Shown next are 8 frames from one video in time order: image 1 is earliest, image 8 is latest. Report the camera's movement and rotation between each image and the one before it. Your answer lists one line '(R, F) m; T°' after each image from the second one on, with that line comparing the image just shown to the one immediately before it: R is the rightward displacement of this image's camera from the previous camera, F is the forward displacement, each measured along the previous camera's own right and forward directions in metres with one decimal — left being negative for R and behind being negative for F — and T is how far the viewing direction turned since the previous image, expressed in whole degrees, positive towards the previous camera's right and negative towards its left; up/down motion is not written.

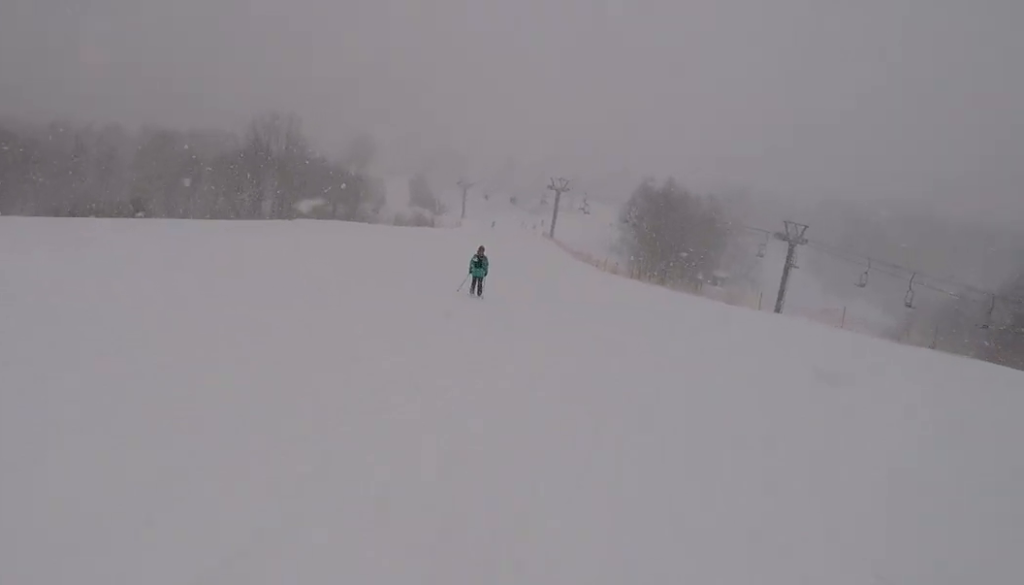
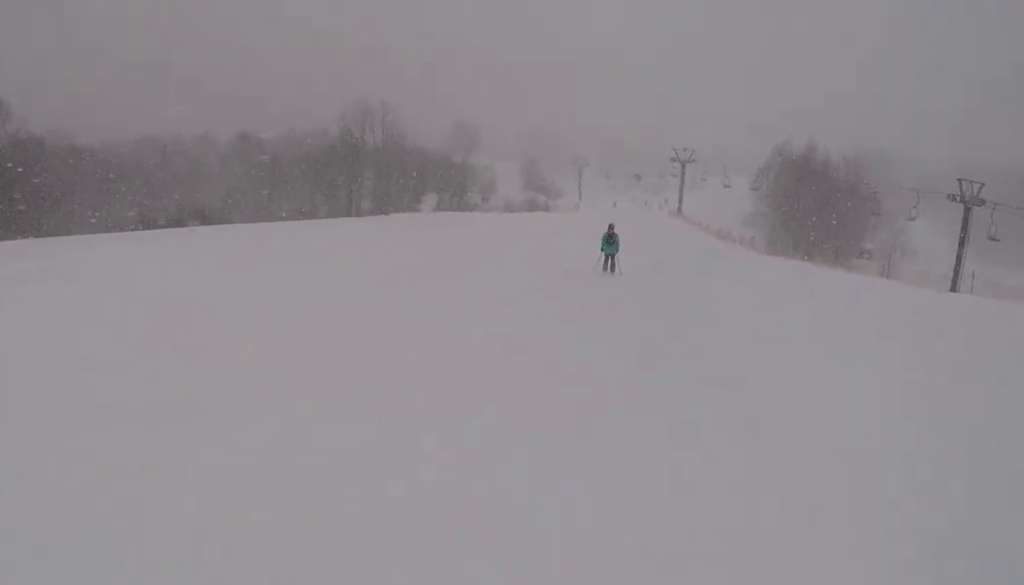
(-1.1, +8.9) m; -2°
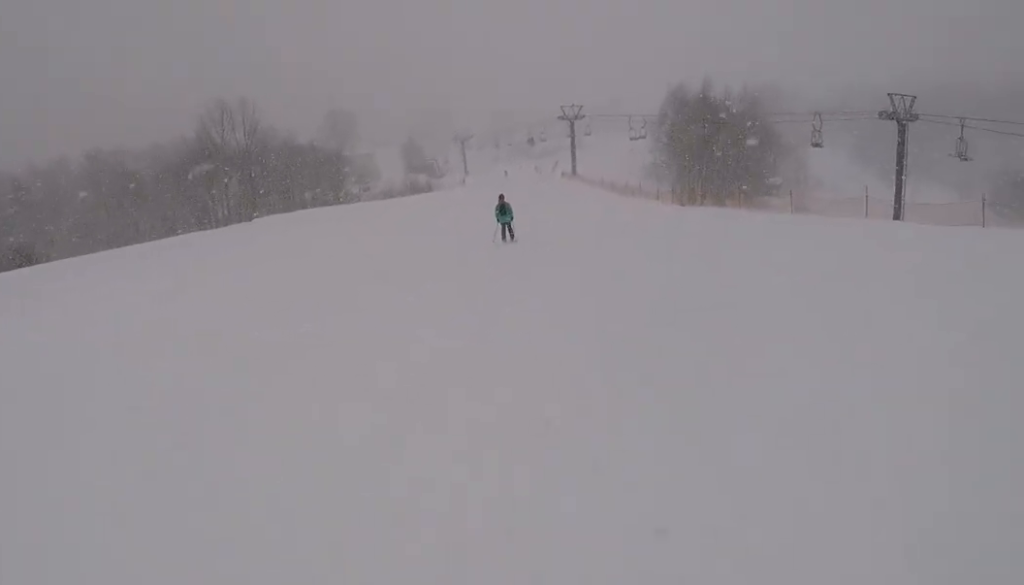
(+1.5, +8.8) m; +15°
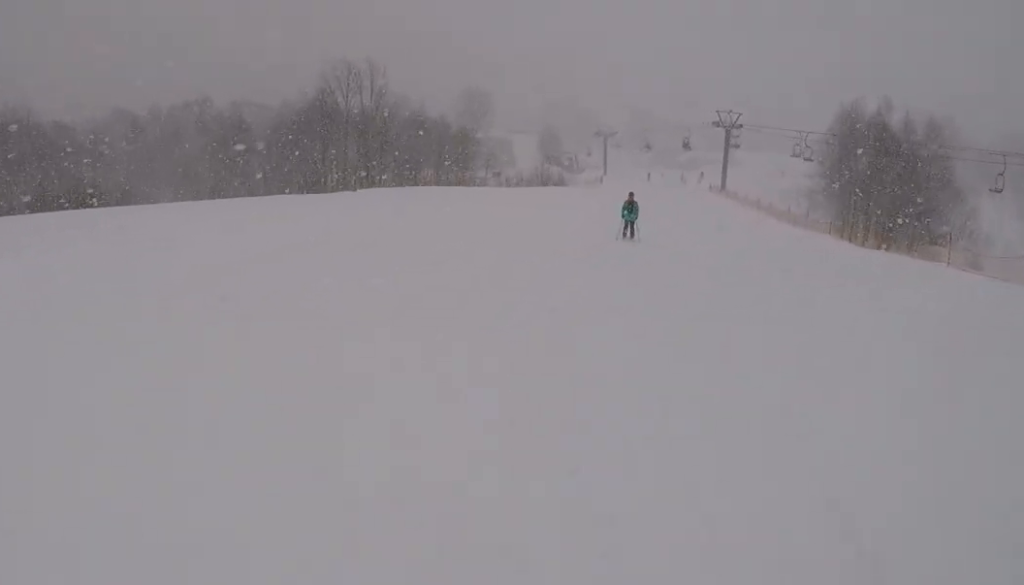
(-0.1, +7.8) m; -5°
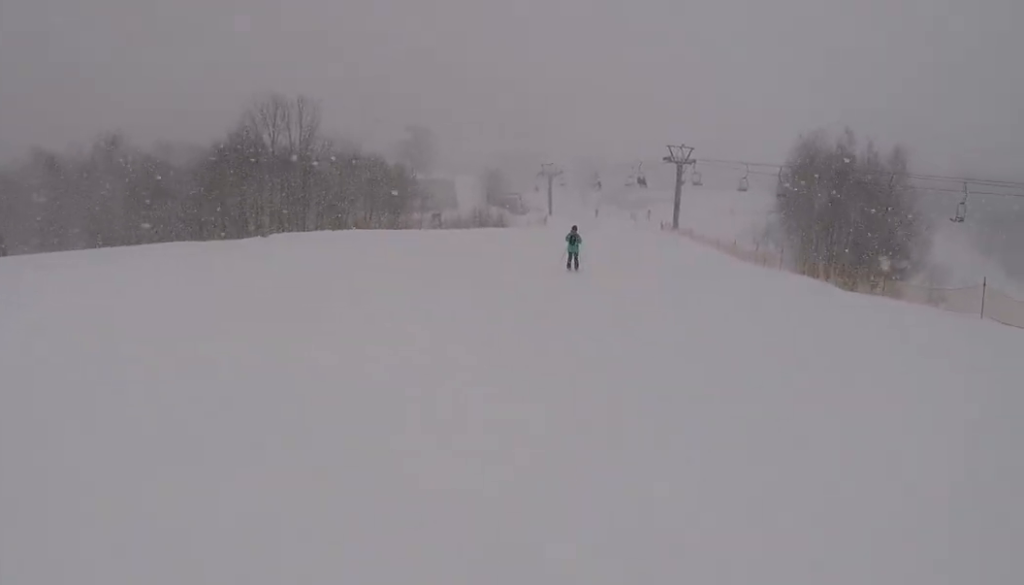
(-0.5, +6.8) m; -4°
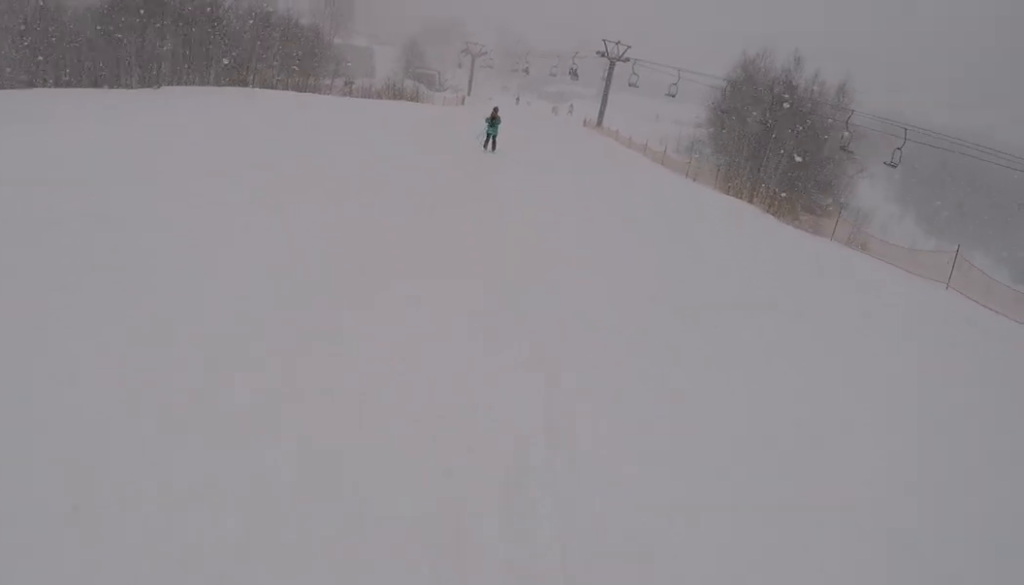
(0.0, +3.1) m; 0°
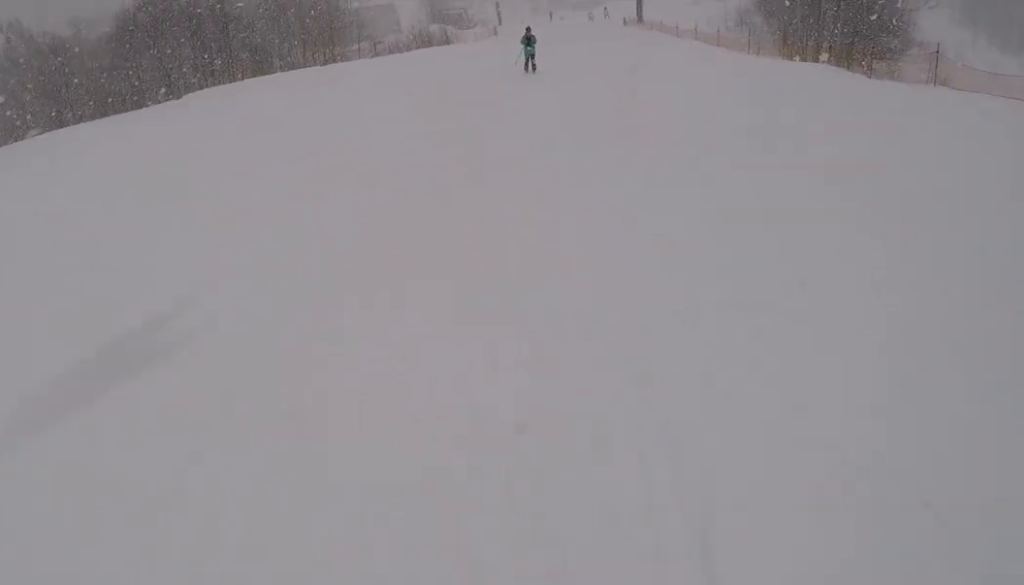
(0.0, +2.4) m; +1°
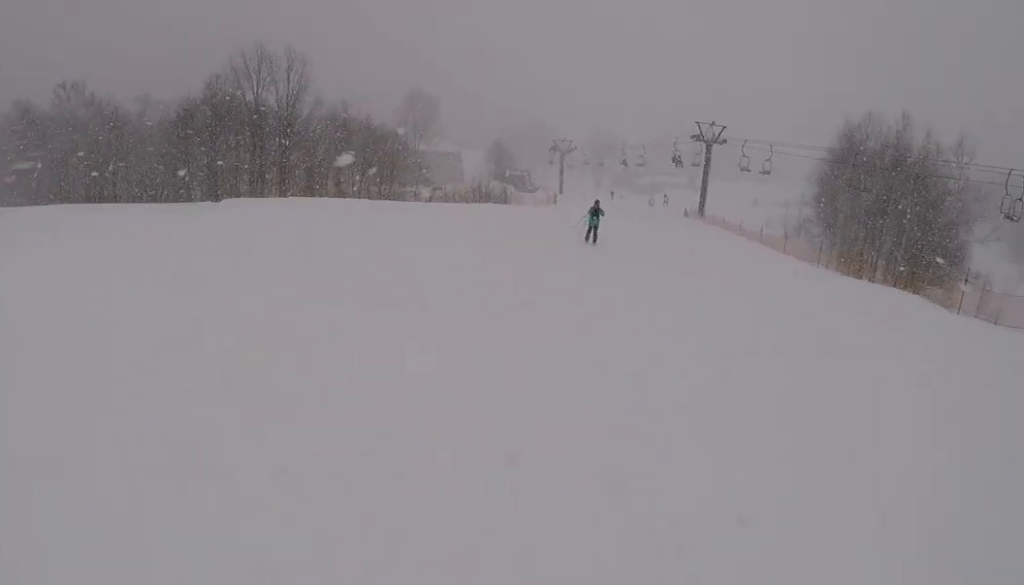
(0.0, +3.3) m; +3°
